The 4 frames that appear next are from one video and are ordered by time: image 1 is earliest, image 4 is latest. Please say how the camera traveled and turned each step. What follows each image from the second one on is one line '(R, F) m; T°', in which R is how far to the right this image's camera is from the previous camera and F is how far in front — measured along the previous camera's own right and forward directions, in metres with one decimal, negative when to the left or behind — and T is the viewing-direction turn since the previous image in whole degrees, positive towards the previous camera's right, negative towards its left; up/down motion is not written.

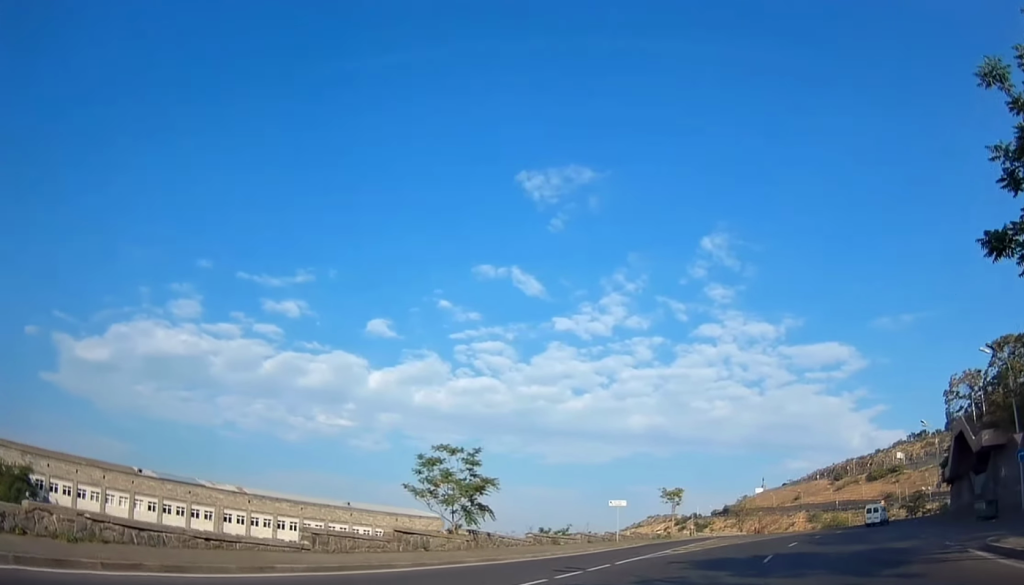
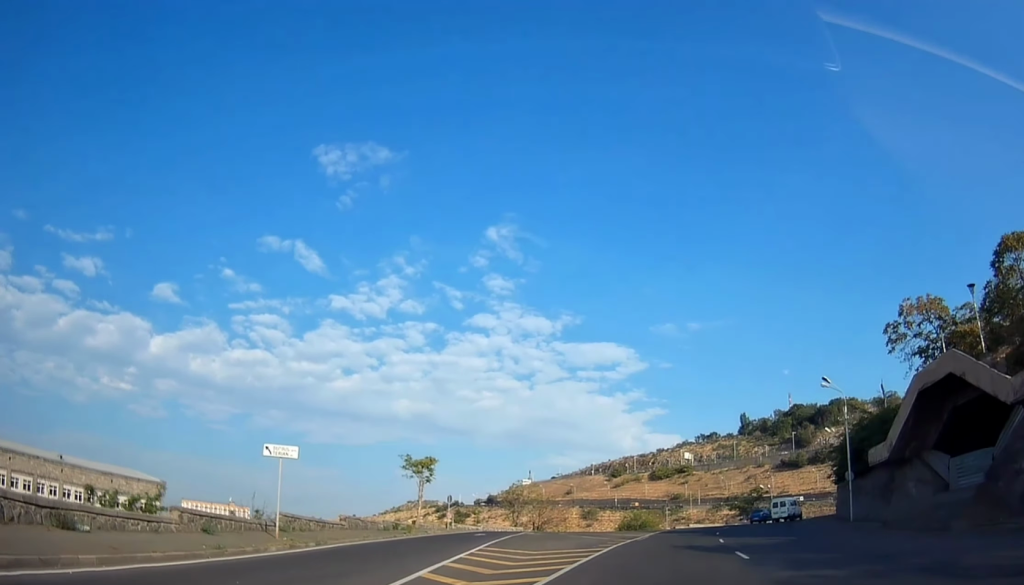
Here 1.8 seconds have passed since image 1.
(+4.3, +28.9) m; +17°
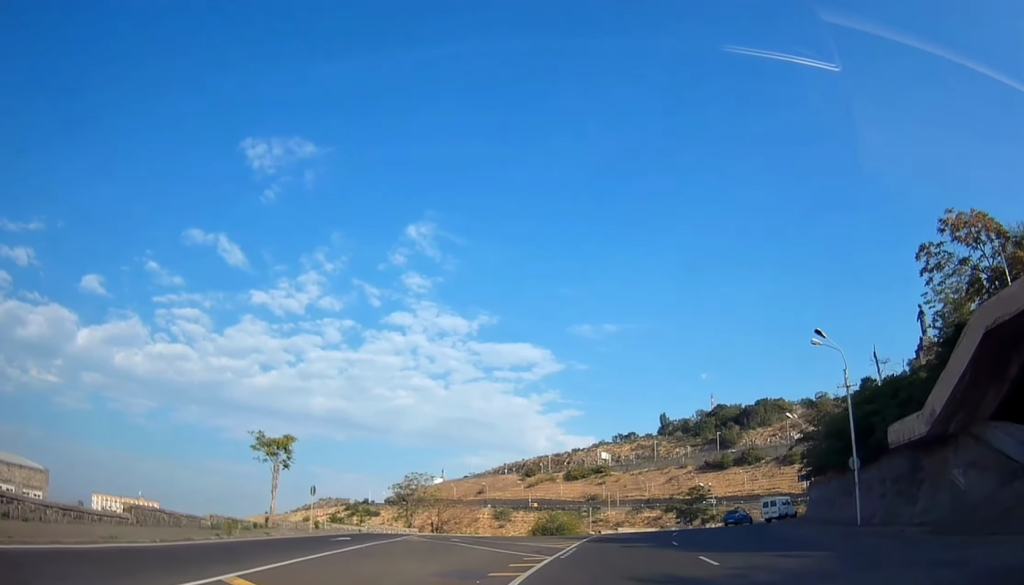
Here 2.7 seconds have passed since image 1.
(+1.1, +14.7) m; +8°
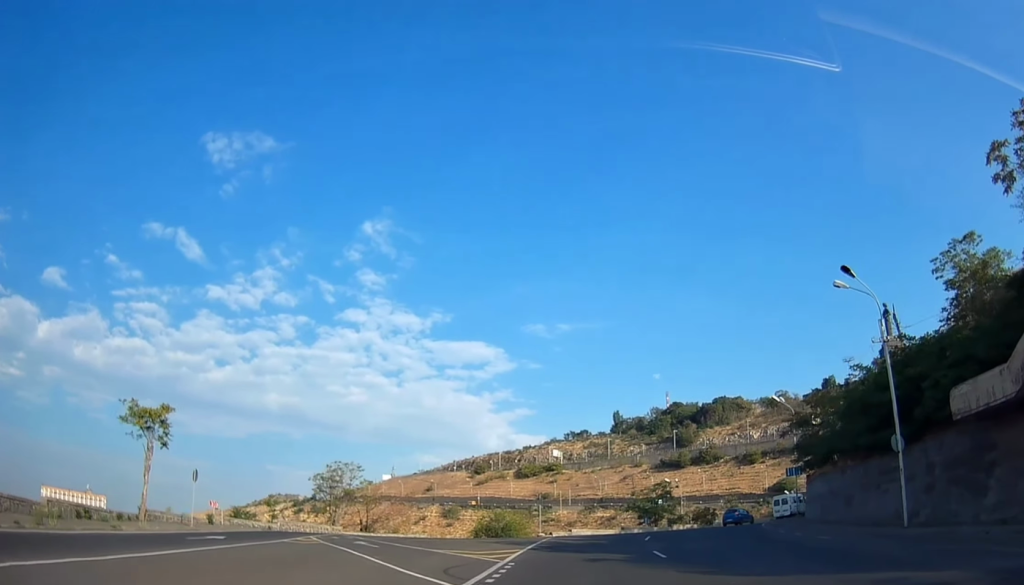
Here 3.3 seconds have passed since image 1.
(+0.2, +10.3) m; +5°
